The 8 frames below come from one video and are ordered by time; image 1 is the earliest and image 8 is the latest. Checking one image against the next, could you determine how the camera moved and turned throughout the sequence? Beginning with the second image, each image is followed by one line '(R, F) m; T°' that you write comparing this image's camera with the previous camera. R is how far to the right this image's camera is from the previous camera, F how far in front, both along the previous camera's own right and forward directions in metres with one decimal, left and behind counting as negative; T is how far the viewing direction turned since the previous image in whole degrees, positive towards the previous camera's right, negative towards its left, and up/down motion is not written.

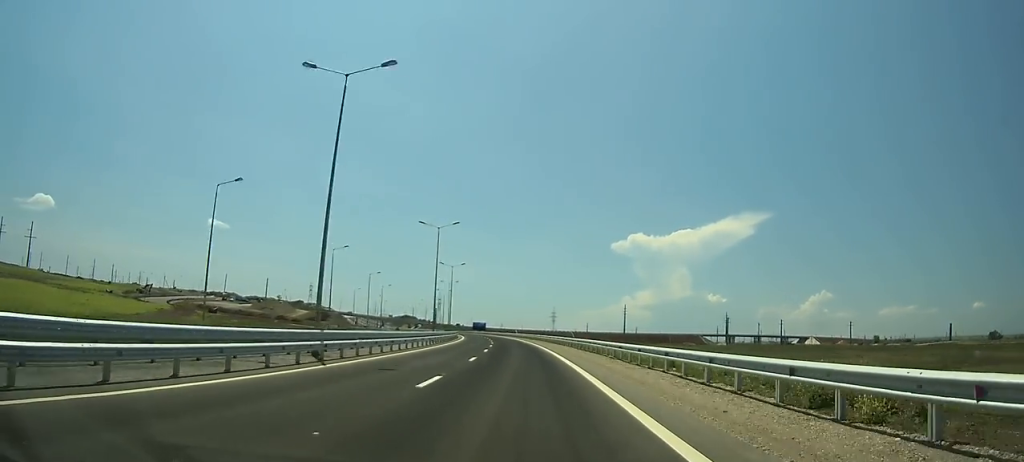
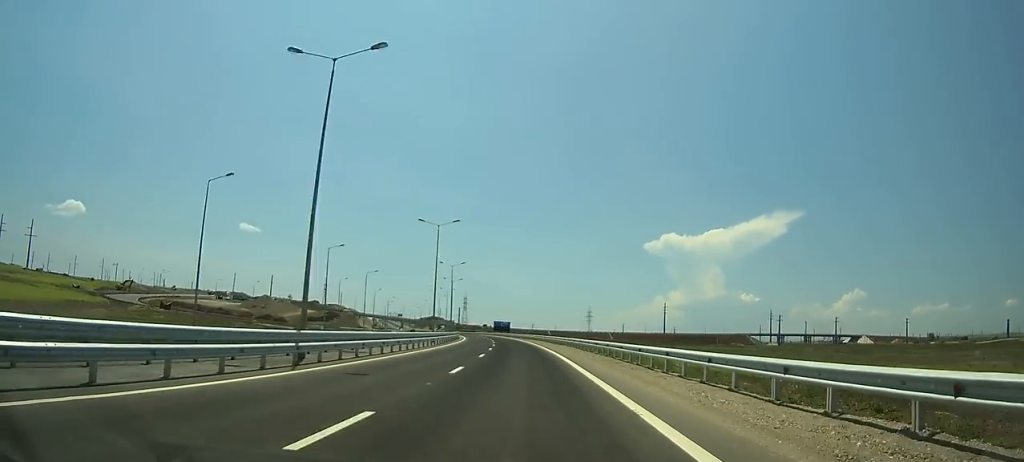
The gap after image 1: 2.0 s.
(0.0, +45.3) m; 0°
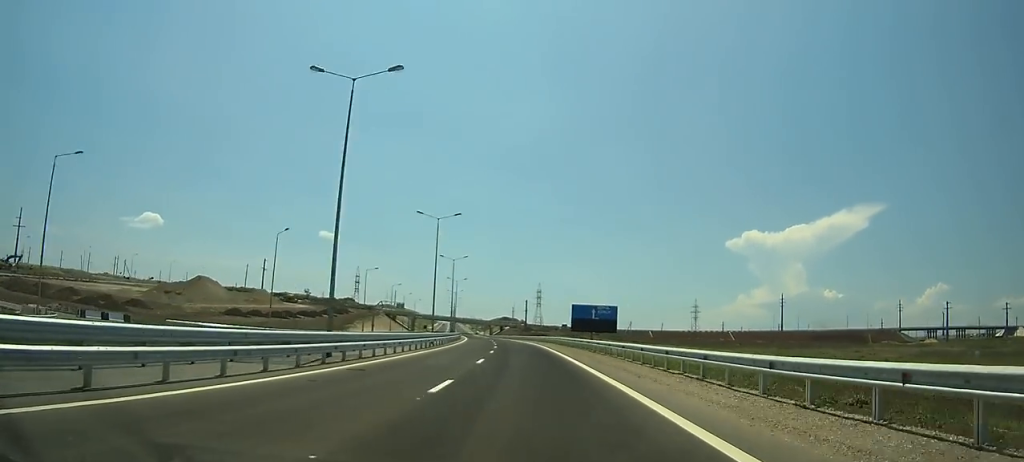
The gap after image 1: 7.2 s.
(0.0, +118.2) m; -12°
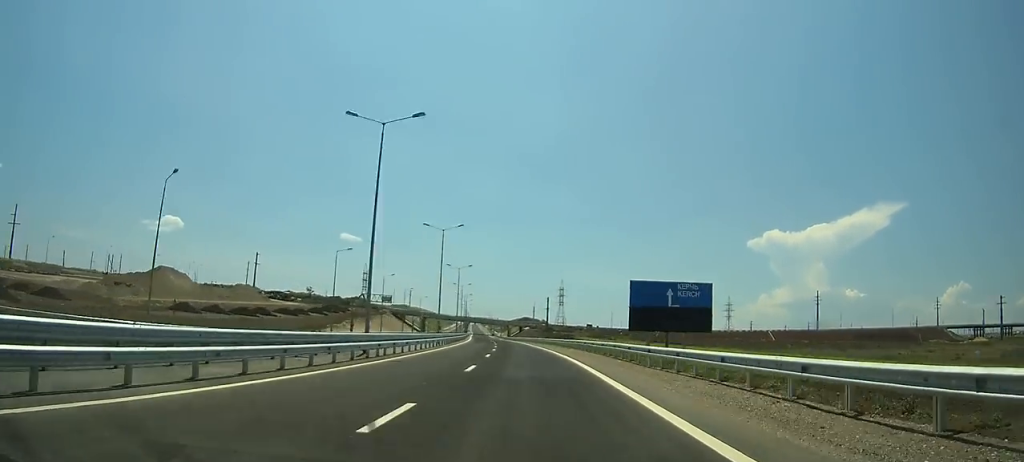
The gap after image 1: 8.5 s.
(-4.7, +29.2) m; -5°
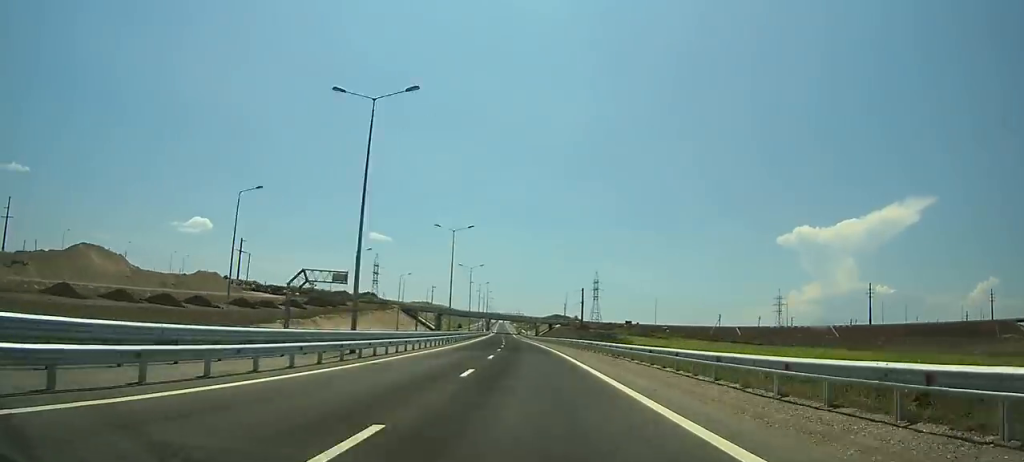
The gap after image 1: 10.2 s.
(-5.3, +38.8) m; -7°
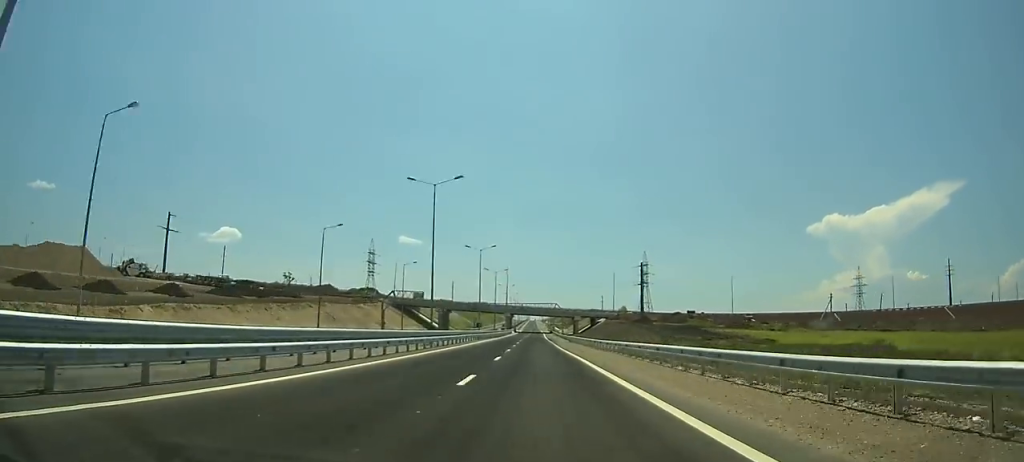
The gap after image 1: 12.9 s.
(-0.9, +63.1) m; -2°
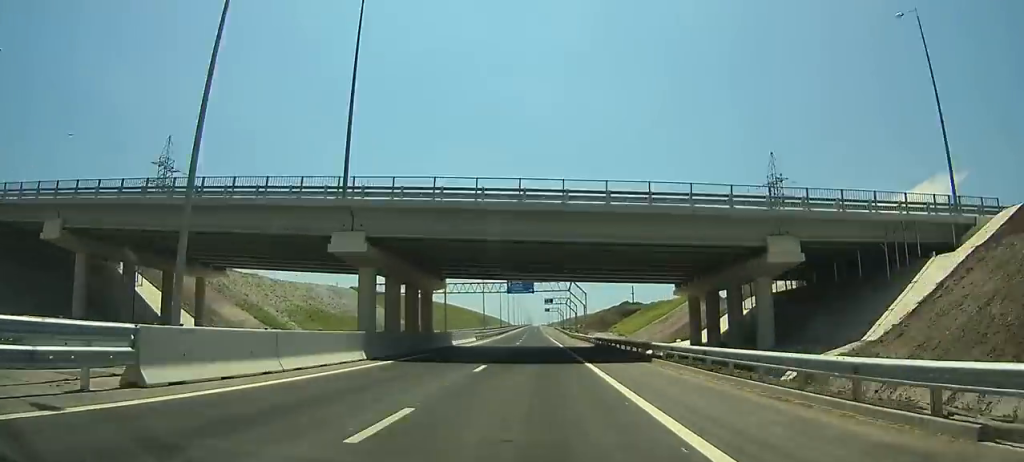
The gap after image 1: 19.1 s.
(-3.6, +148.4) m; -2°
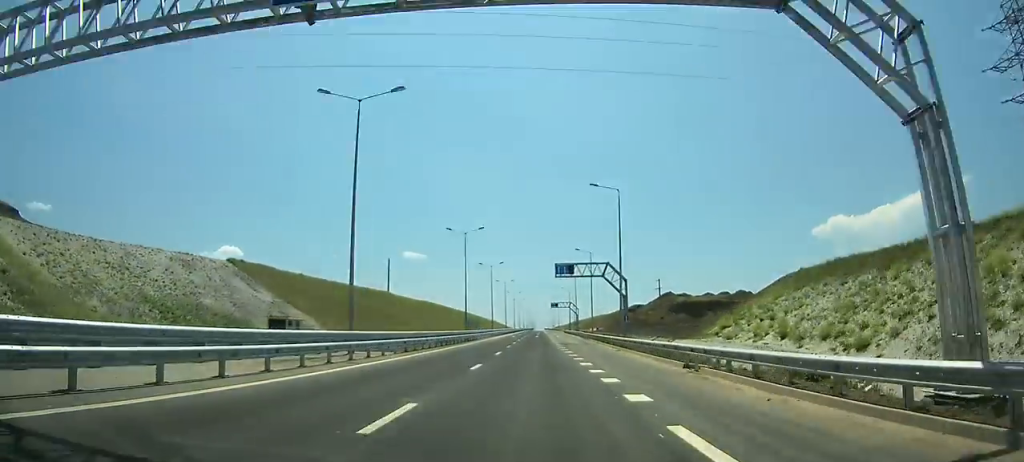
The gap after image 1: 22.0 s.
(0.0, +70.9) m; 0°
